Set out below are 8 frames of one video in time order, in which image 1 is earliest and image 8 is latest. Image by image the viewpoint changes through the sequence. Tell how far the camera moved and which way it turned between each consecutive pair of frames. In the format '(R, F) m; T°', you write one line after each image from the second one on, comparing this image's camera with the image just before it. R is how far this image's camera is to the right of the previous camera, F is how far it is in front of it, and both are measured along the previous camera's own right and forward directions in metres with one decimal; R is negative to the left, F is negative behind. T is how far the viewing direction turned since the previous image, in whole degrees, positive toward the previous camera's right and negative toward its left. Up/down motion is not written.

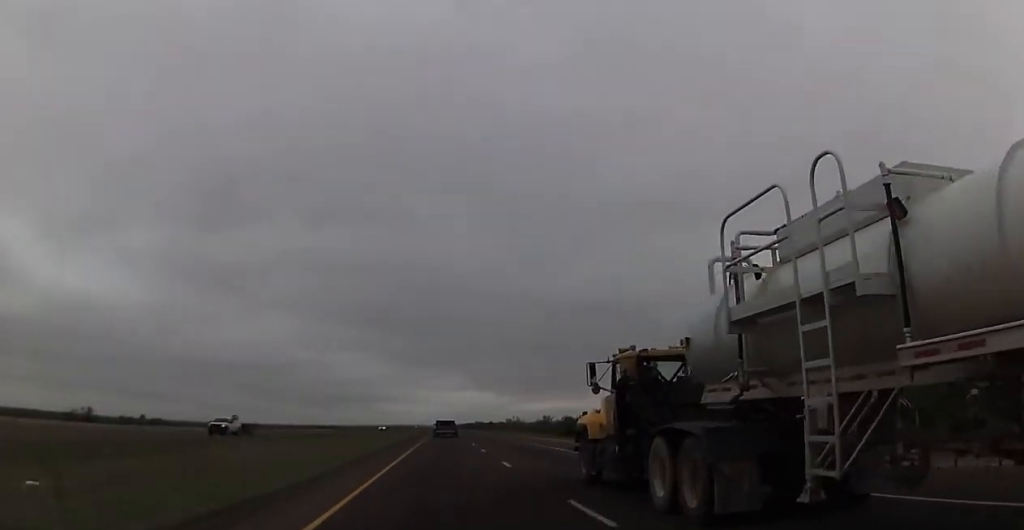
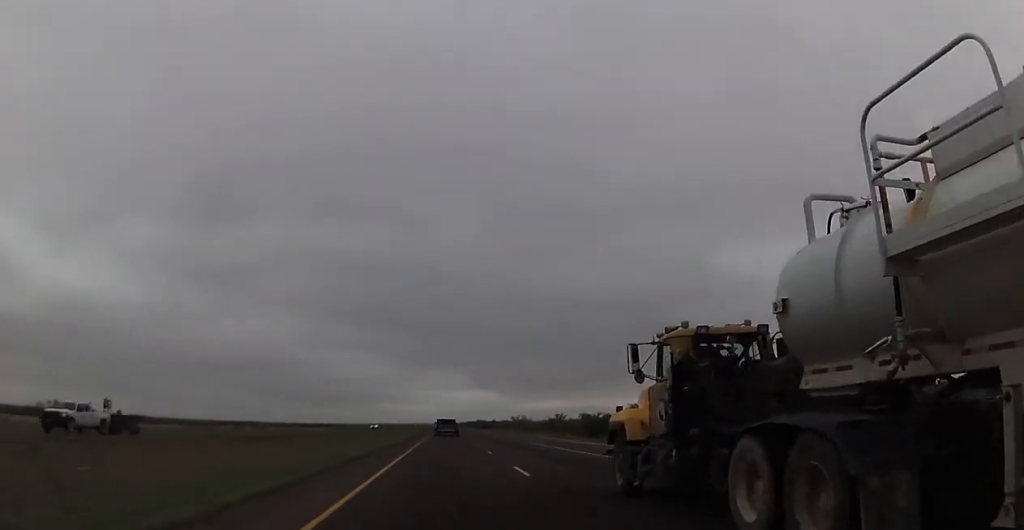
(+0.2, +16.1) m; 0°
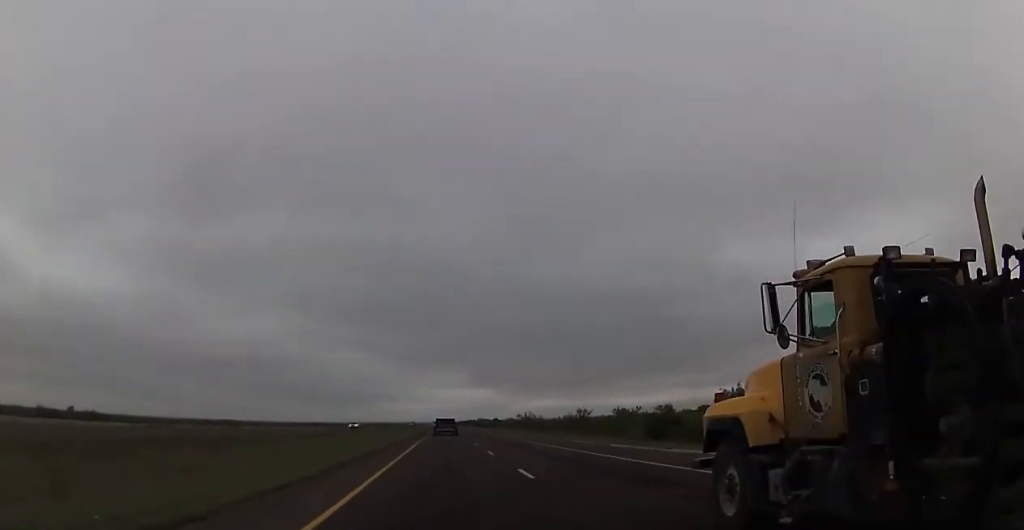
(-0.3, +25.3) m; 0°
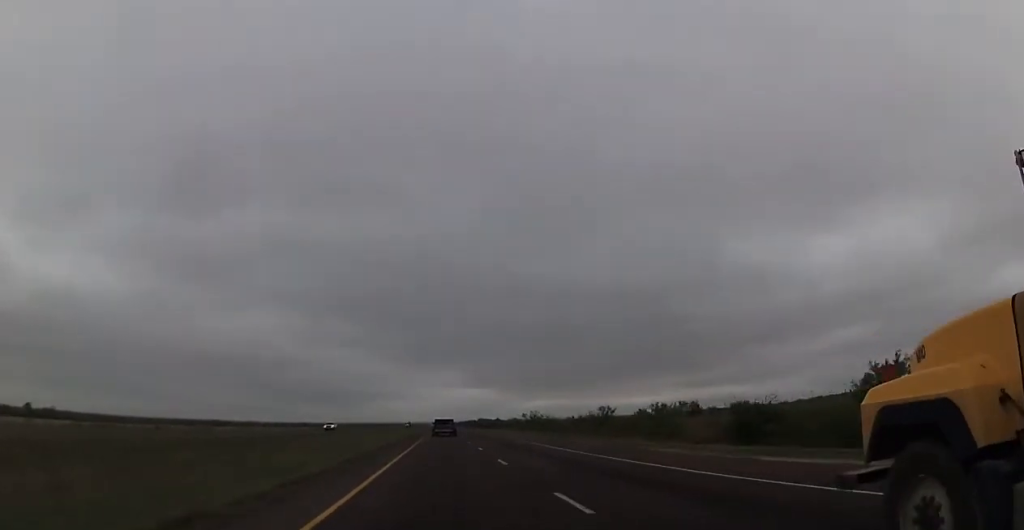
(-0.1, +18.4) m; 0°
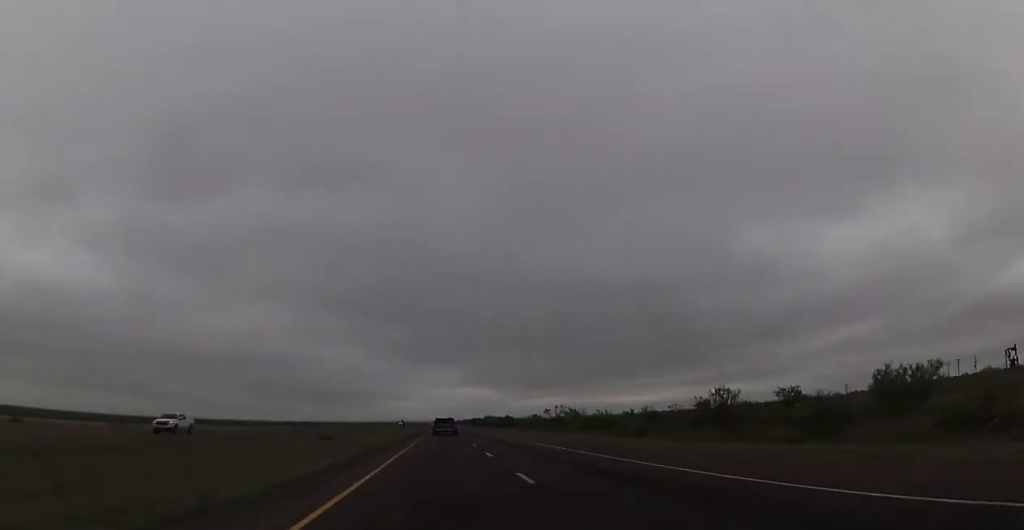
(+0.3, +43.8) m; 0°
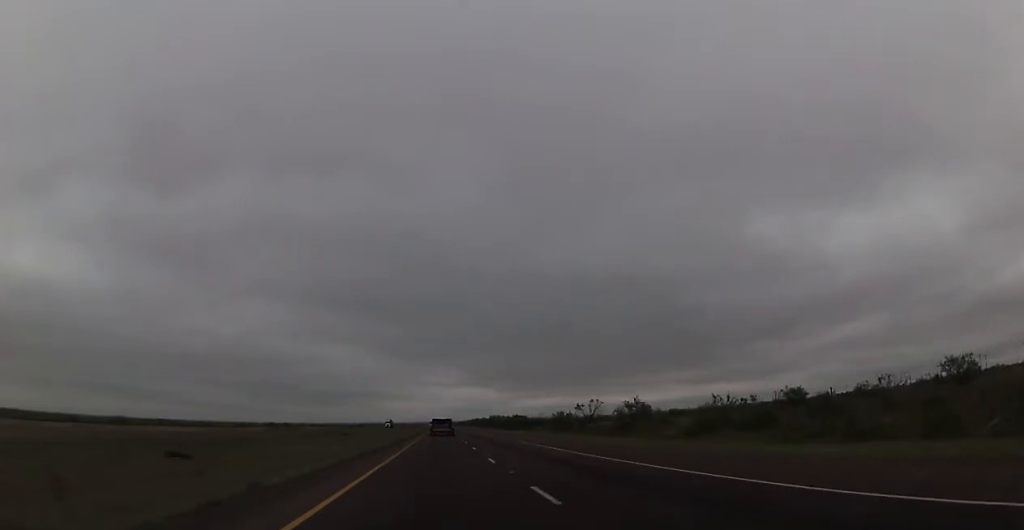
(0.0, +40.6) m; 0°
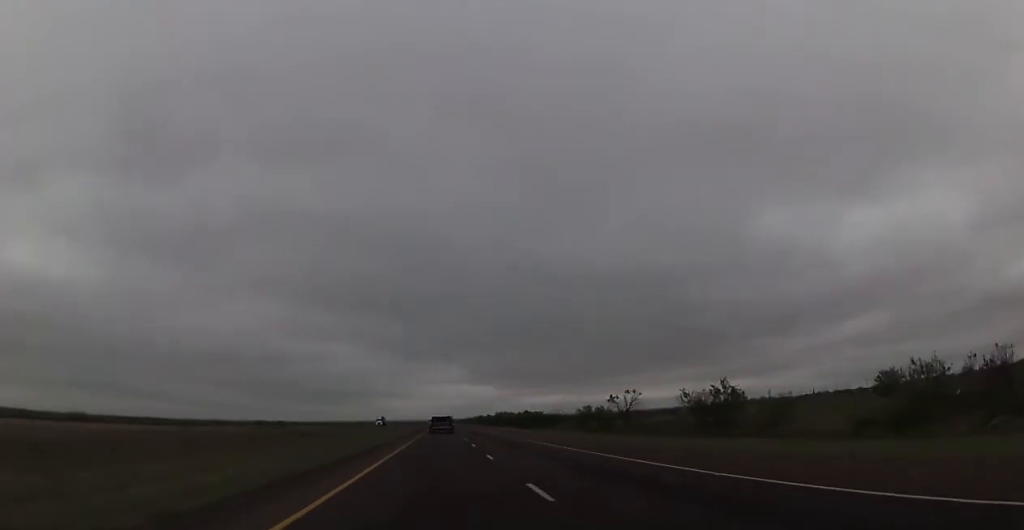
(-0.1, +24.4) m; 0°
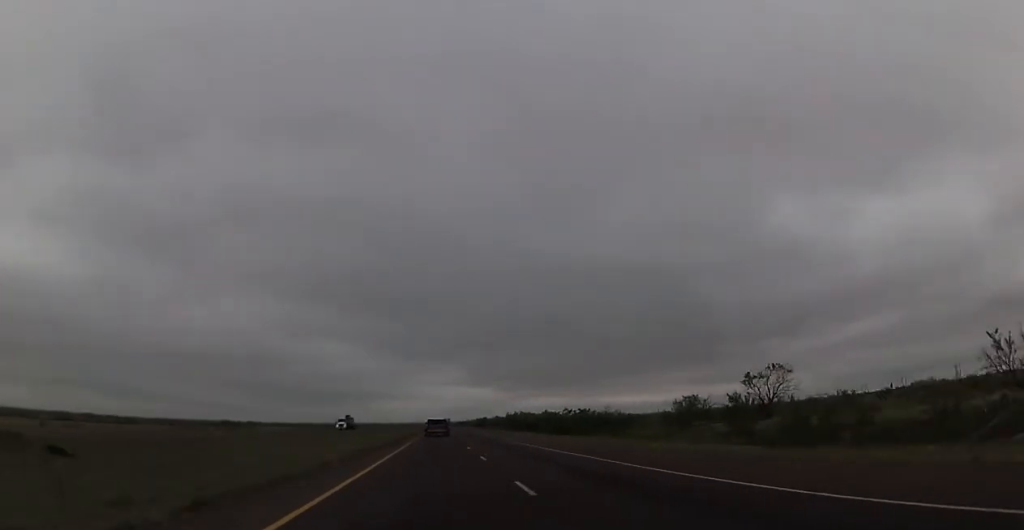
(-0.4, +47.6) m; 0°
